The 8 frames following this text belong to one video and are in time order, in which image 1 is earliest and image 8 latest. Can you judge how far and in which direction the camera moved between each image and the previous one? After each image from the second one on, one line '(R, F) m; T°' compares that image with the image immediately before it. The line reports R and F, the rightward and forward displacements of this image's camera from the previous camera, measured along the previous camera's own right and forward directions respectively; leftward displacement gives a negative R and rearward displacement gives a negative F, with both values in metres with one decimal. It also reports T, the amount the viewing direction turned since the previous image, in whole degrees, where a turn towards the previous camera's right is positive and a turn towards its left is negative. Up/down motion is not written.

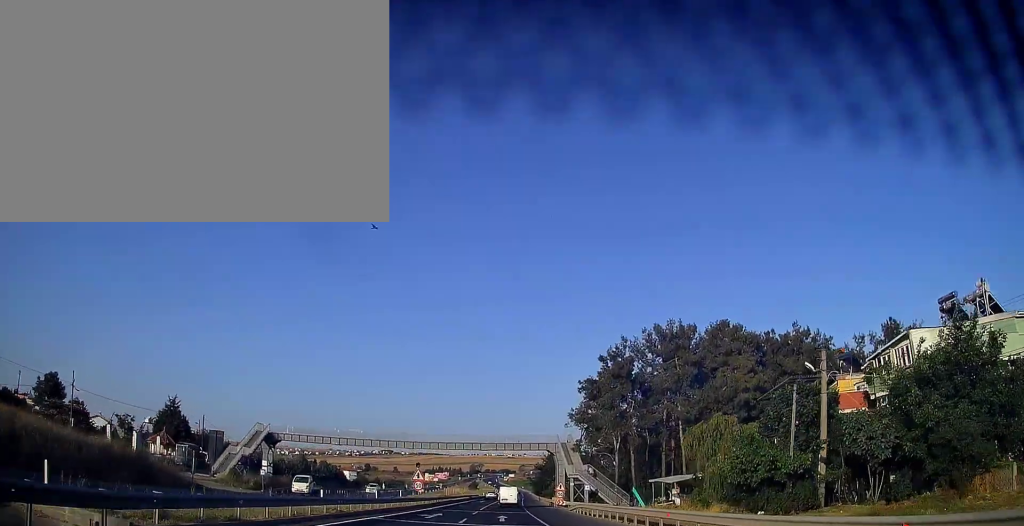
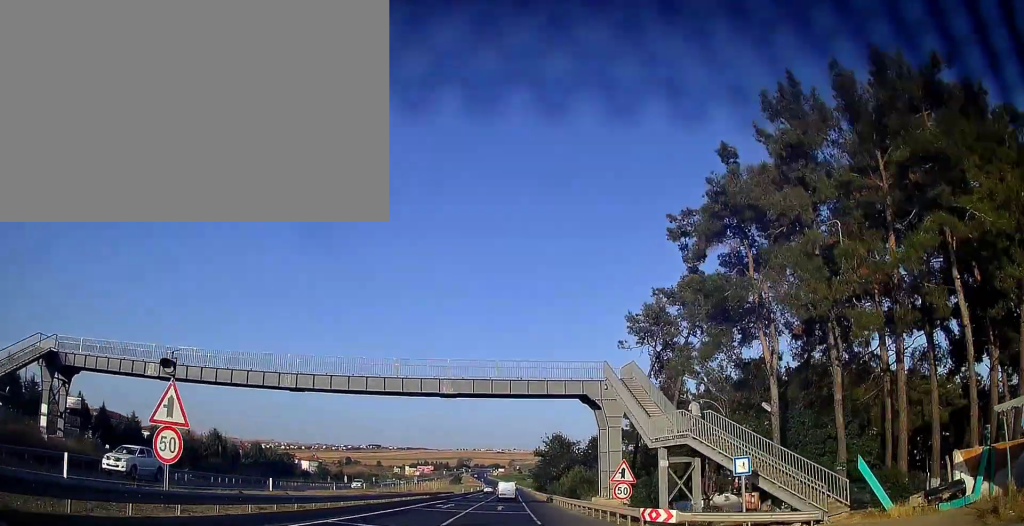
(-0.3, +39.2) m; 0°
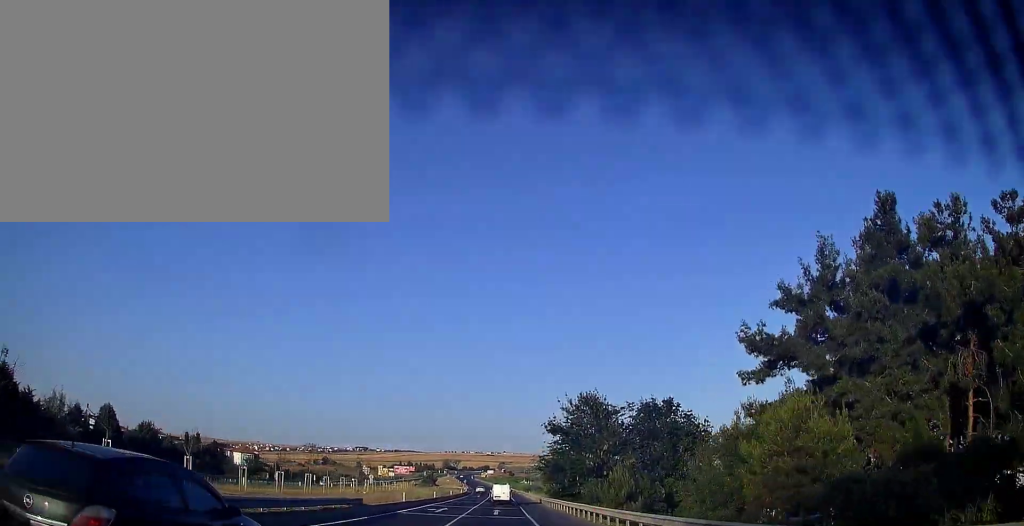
(+1.0, +49.0) m; +1°
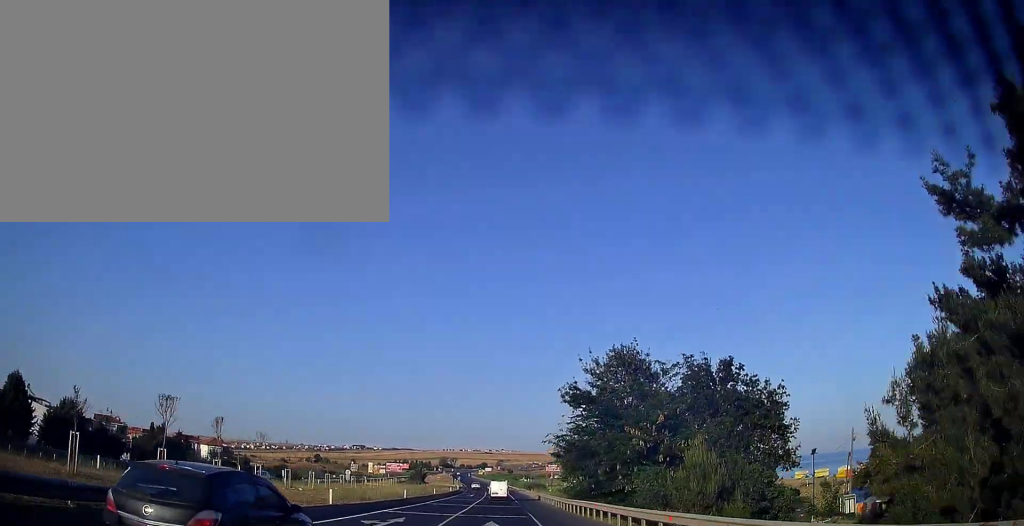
(-0.3, +19.7) m; 0°
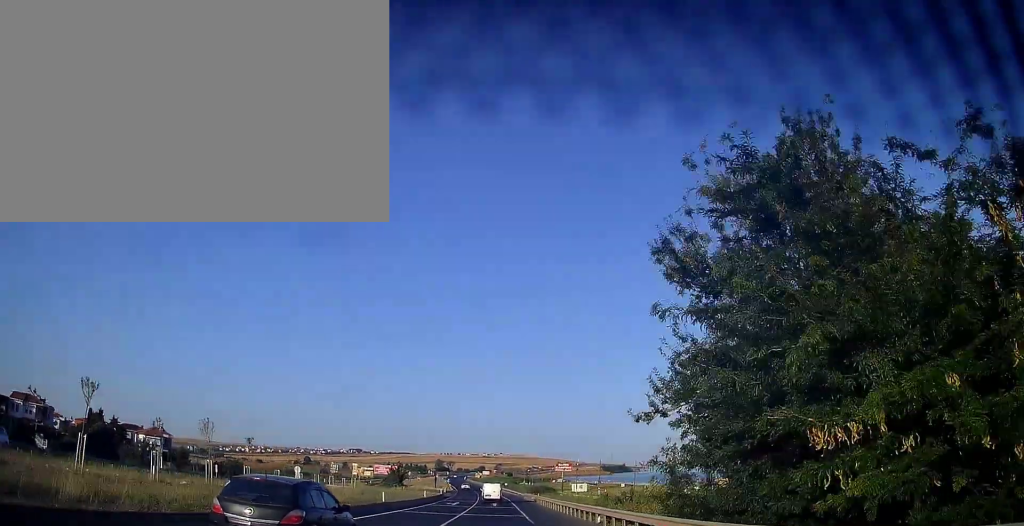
(+0.2, +26.6) m; 0°
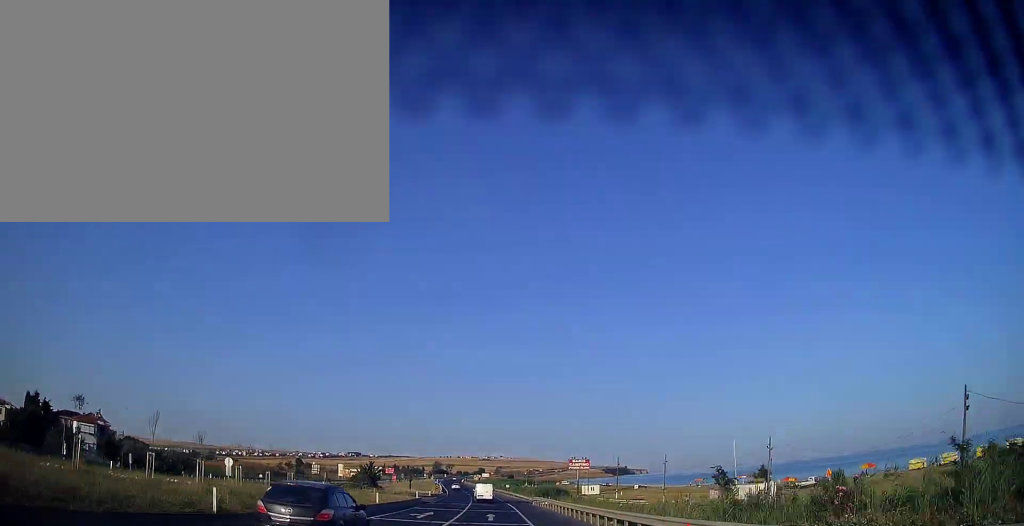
(-0.1, +22.6) m; -1°
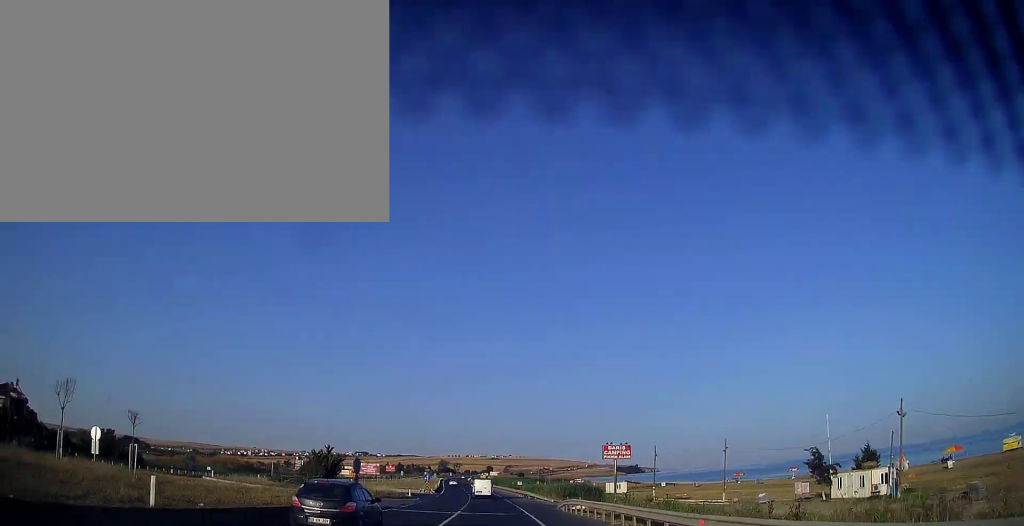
(-0.2, +24.5) m; -1°
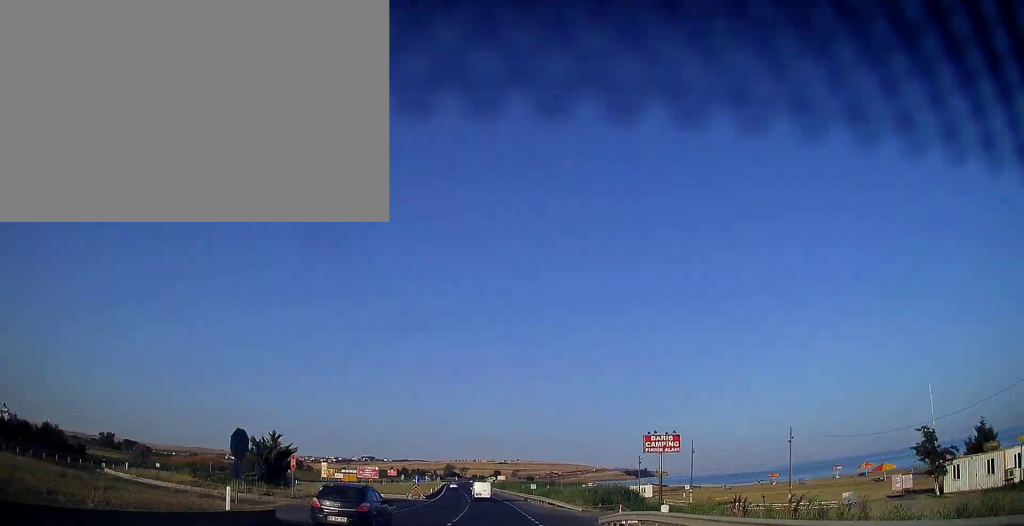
(0.0, +17.6) m; 0°
